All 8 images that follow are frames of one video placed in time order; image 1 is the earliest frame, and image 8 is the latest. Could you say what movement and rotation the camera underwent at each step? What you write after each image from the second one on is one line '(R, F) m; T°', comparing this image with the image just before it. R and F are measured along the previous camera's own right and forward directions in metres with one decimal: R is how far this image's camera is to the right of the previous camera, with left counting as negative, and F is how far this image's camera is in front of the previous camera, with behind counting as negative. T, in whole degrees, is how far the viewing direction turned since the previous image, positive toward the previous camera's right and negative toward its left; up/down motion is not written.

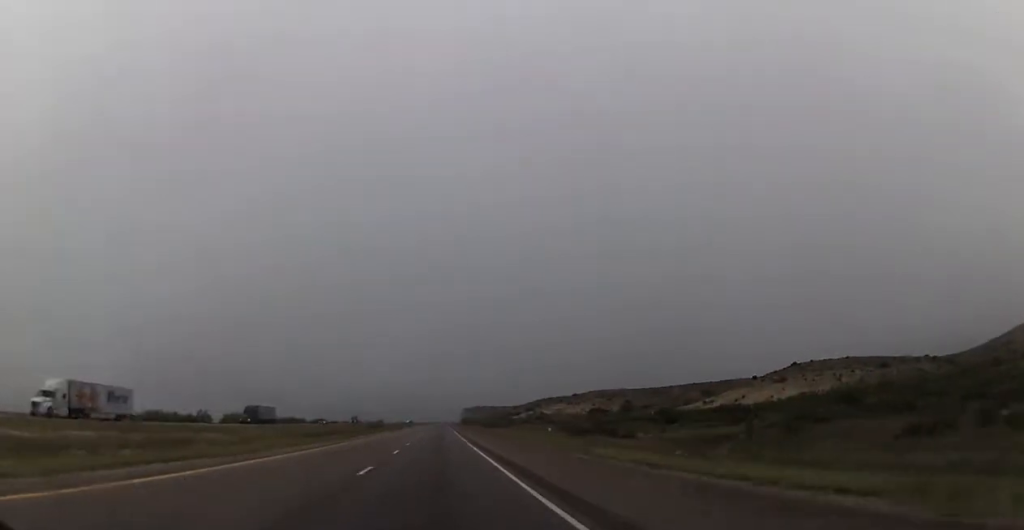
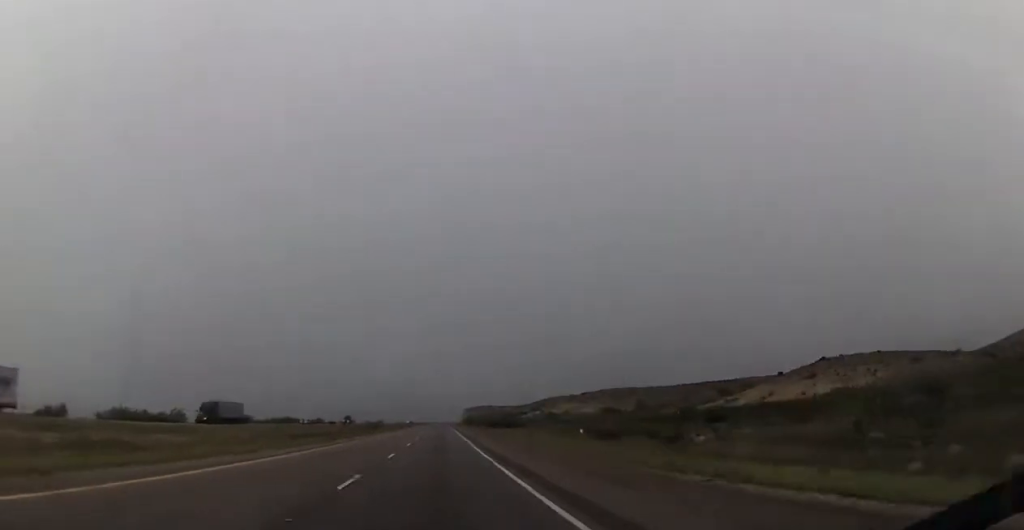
(+0.2, +15.4) m; 0°
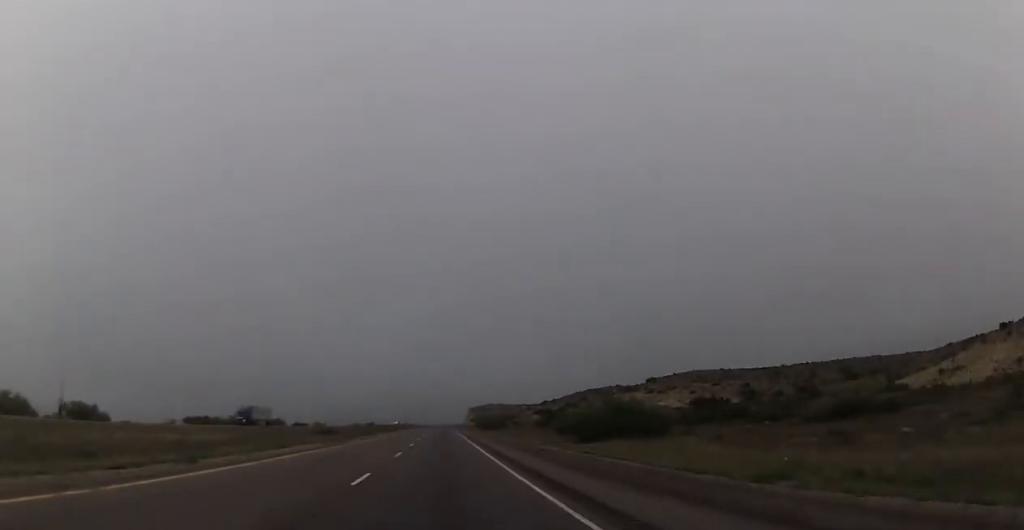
(-0.9, +84.3) m; 0°
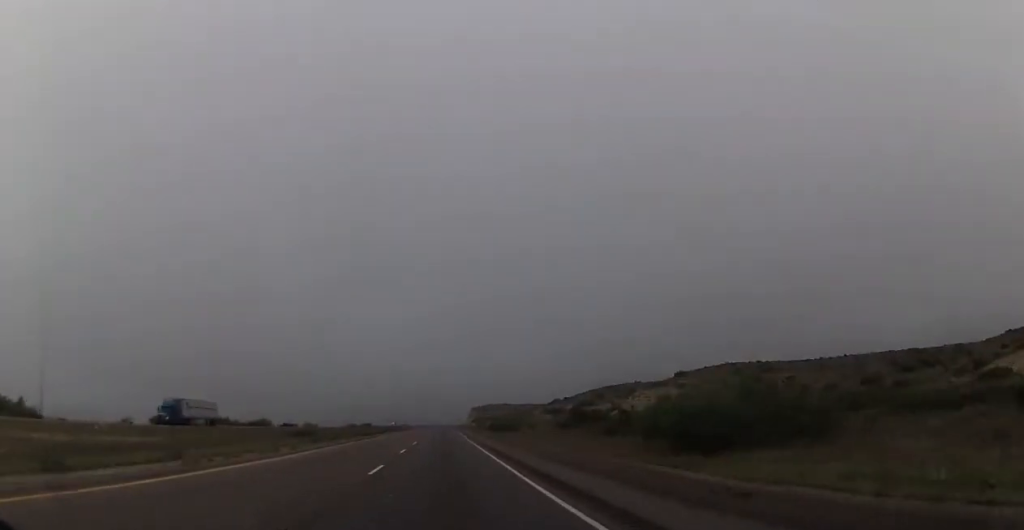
(0.0, +21.7) m; 0°
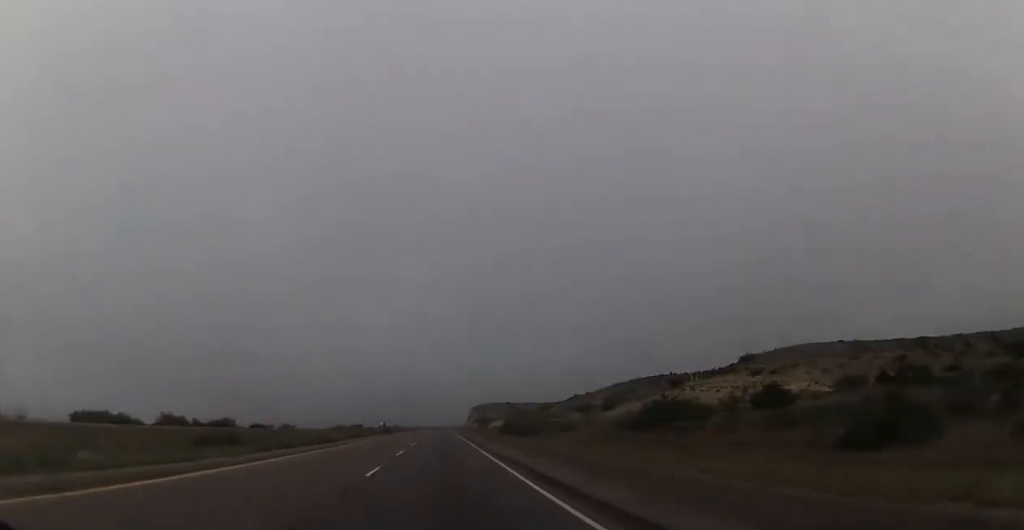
(0.0, +37.0) m; 0°
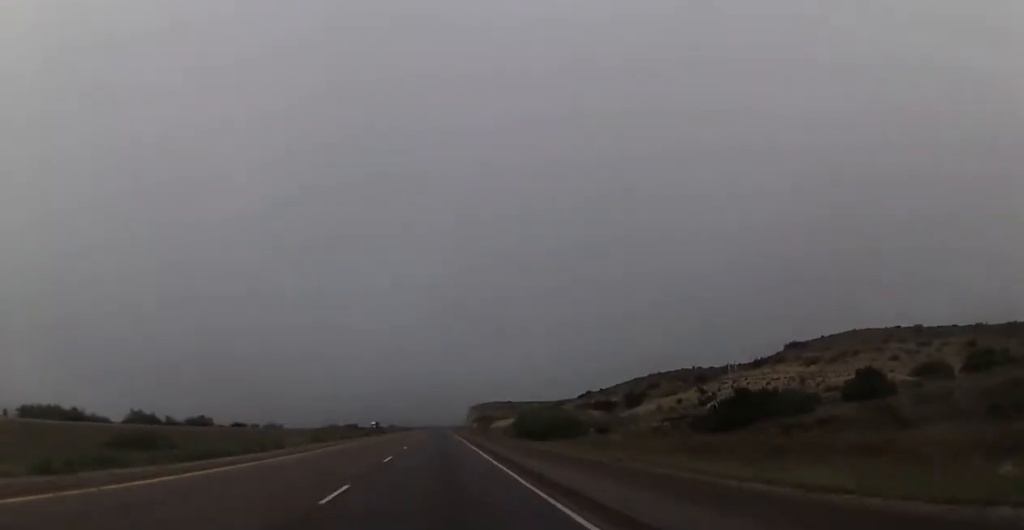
(0.0, +17.9) m; 0°
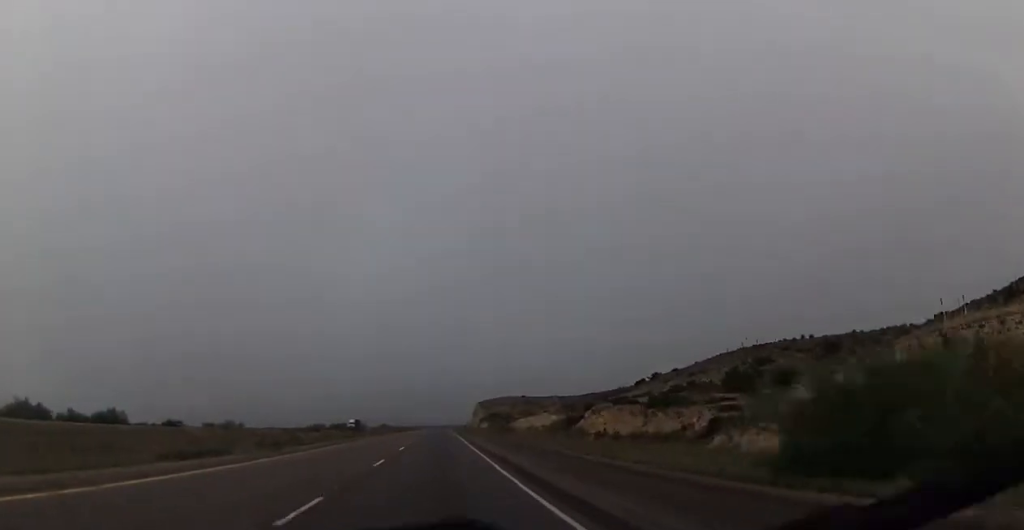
(0.0, +51.0) m; 0°
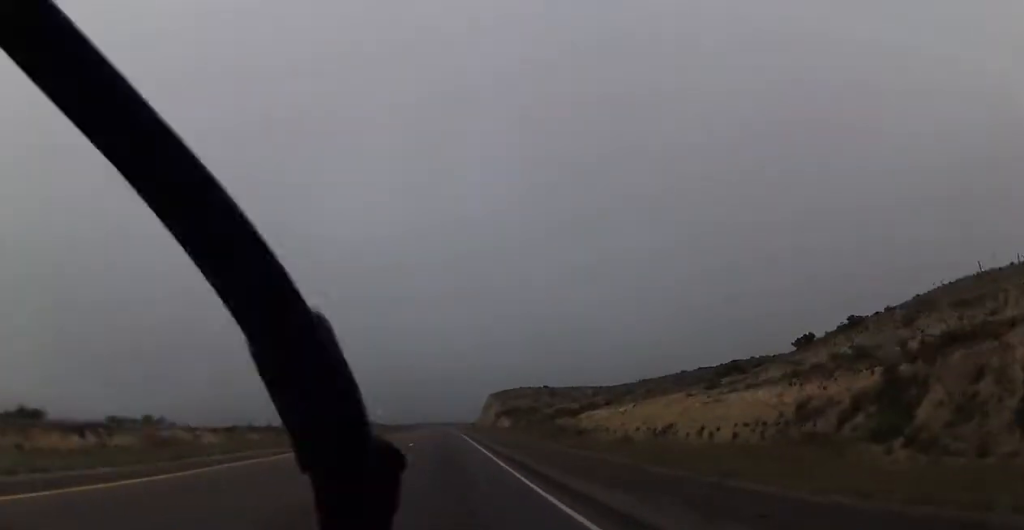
(0.0, +57.4) m; 0°
